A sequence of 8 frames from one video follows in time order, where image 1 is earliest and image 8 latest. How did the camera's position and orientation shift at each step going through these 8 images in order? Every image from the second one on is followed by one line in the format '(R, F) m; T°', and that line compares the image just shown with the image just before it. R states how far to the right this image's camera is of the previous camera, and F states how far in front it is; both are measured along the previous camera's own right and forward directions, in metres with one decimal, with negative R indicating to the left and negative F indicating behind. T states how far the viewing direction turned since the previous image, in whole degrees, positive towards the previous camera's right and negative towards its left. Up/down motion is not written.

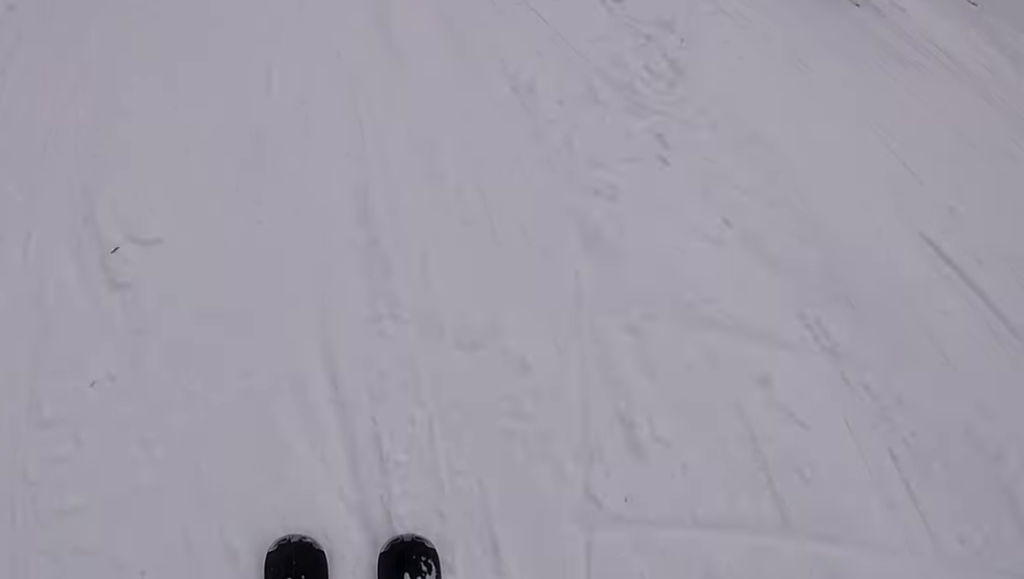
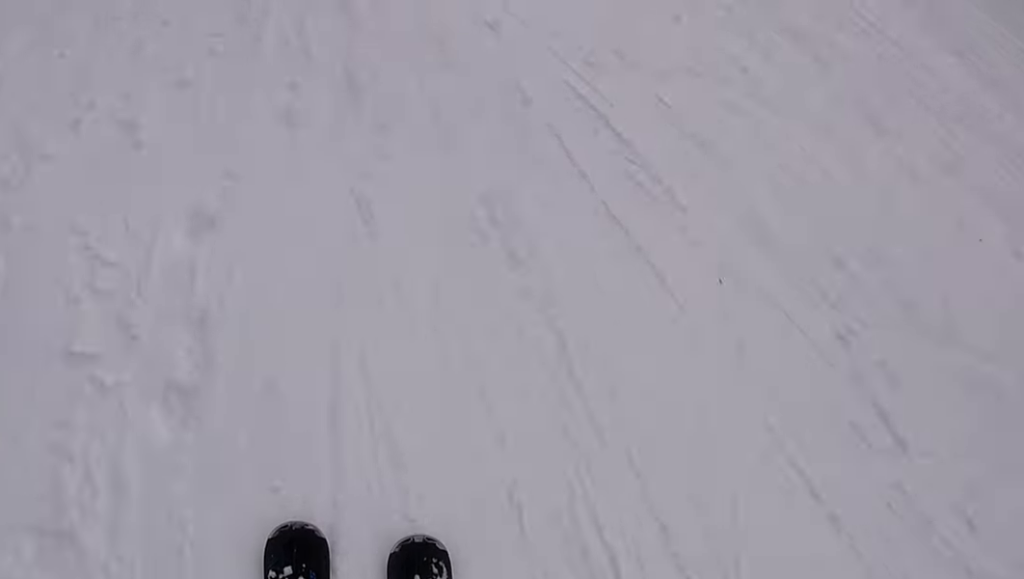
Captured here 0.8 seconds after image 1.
(0.0, +6.6) m; 0°
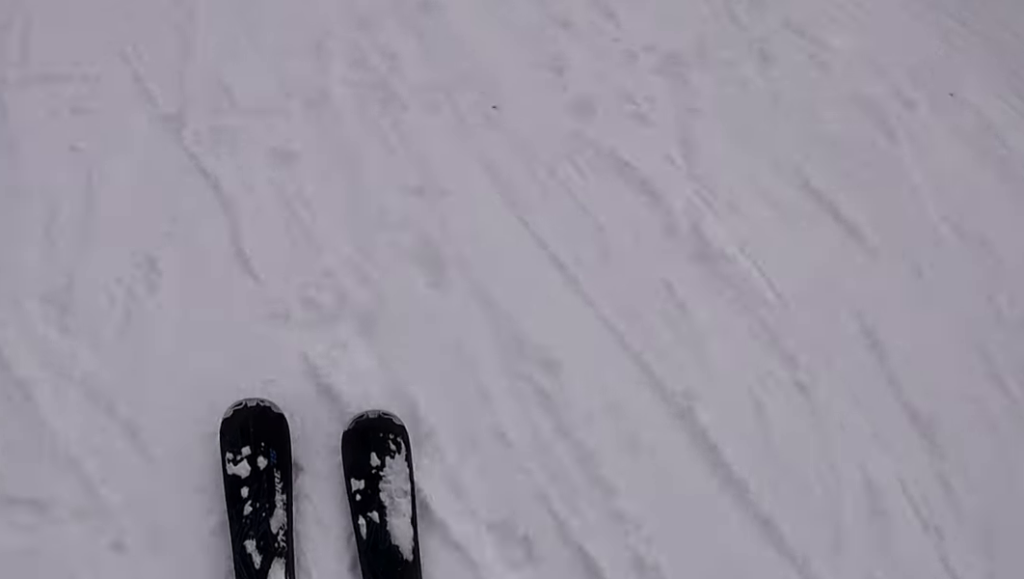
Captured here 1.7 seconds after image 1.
(0.0, +6.4) m; 0°
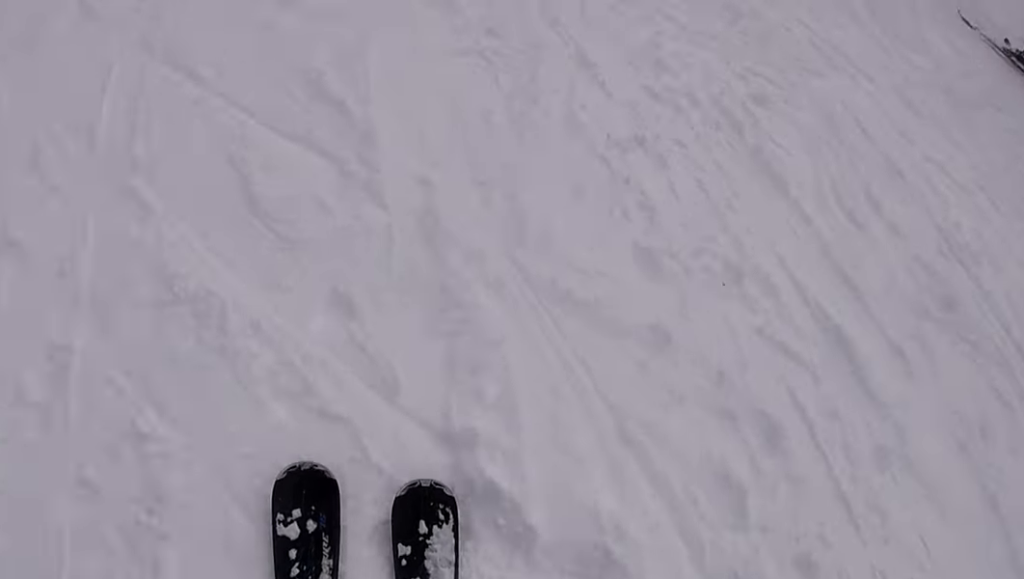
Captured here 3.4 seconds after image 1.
(0.0, +11.9) m; -4°
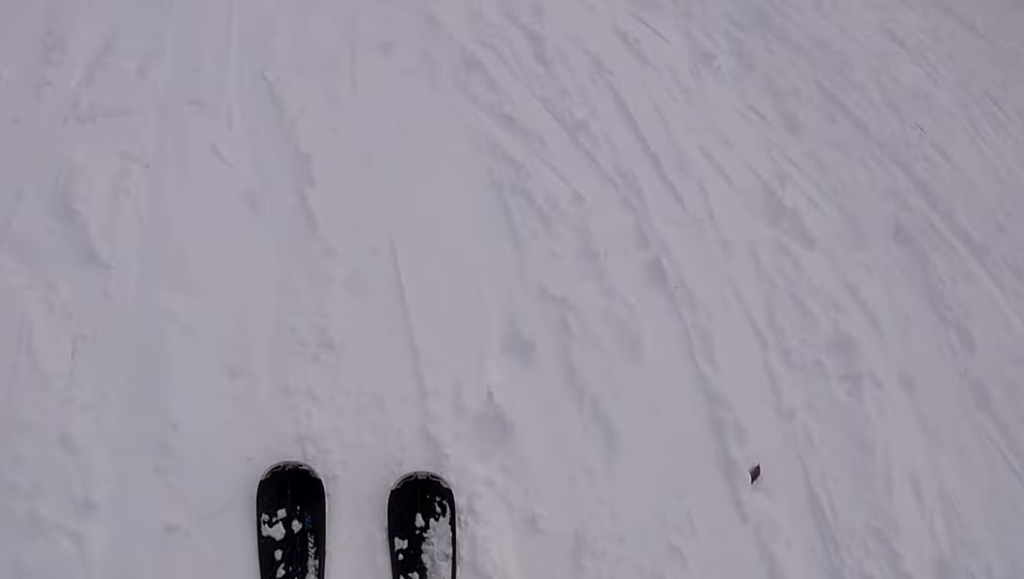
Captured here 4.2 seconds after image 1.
(+0.1, +4.8) m; -7°
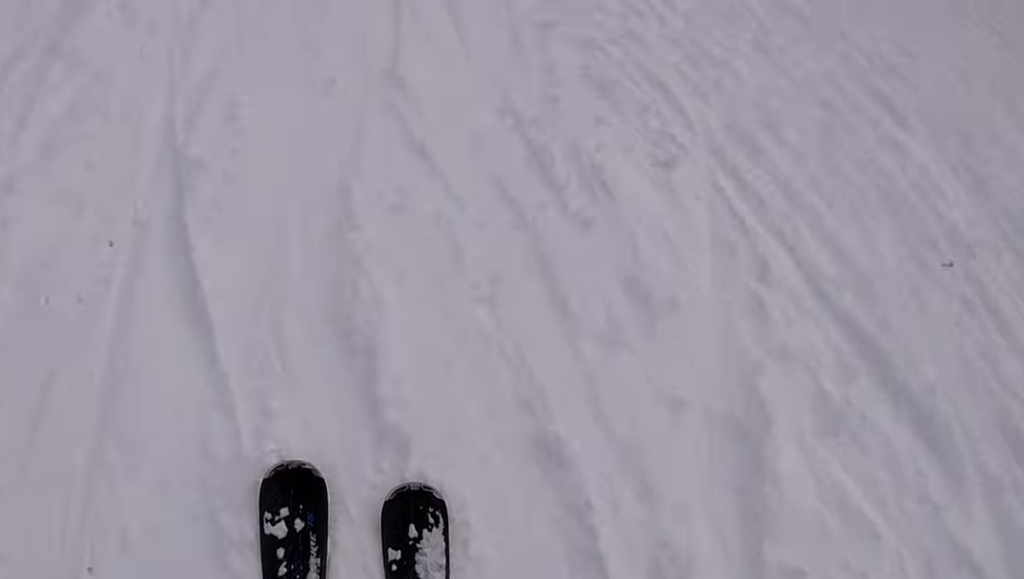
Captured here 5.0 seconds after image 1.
(-0.9, +4.9) m; -2°
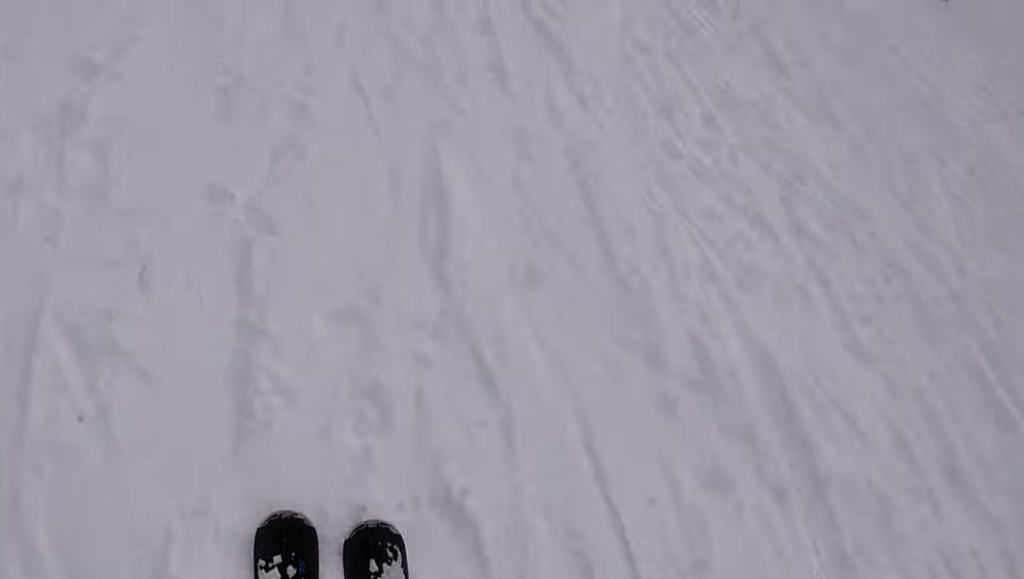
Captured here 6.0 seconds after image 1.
(+0.8, +5.1) m; +10°
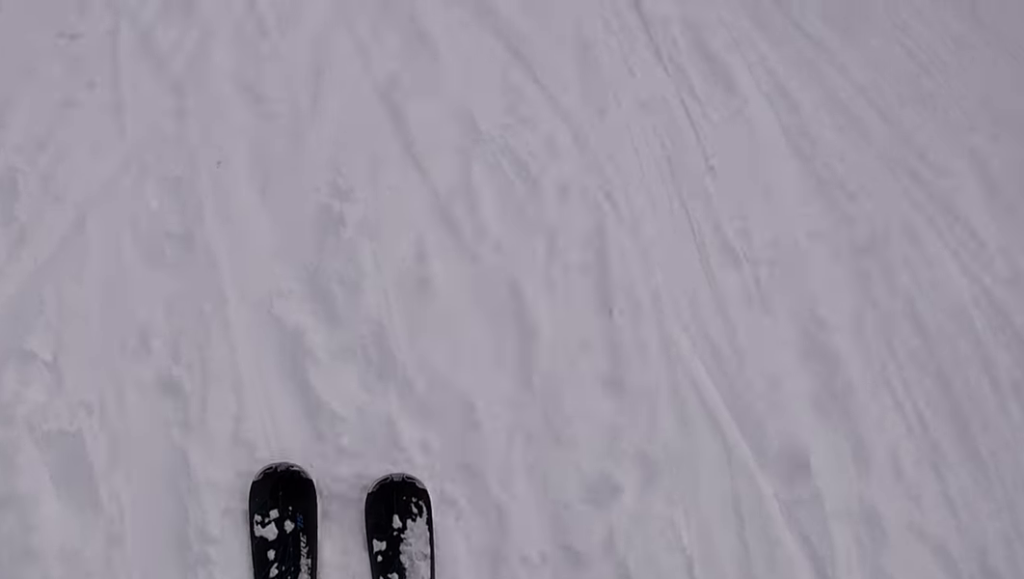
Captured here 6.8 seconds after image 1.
(+0.1, +3.8) m; -8°
